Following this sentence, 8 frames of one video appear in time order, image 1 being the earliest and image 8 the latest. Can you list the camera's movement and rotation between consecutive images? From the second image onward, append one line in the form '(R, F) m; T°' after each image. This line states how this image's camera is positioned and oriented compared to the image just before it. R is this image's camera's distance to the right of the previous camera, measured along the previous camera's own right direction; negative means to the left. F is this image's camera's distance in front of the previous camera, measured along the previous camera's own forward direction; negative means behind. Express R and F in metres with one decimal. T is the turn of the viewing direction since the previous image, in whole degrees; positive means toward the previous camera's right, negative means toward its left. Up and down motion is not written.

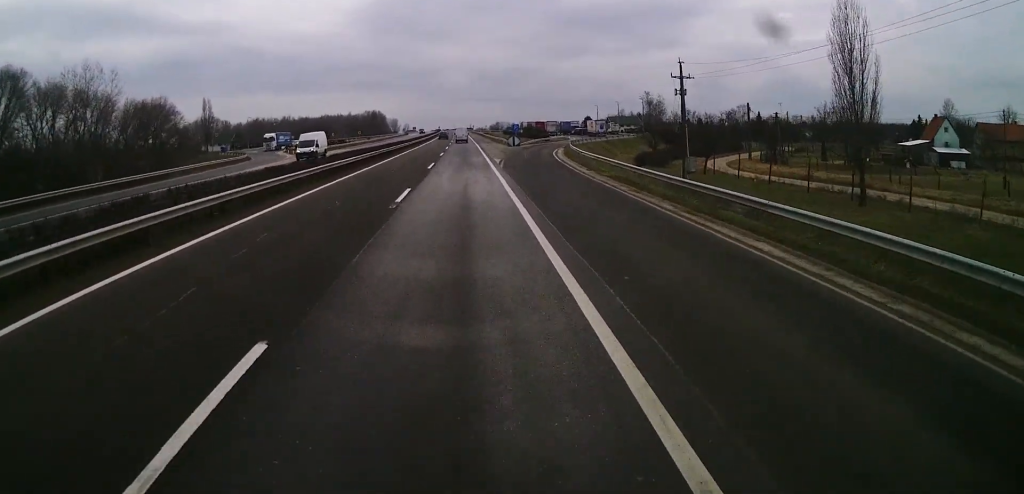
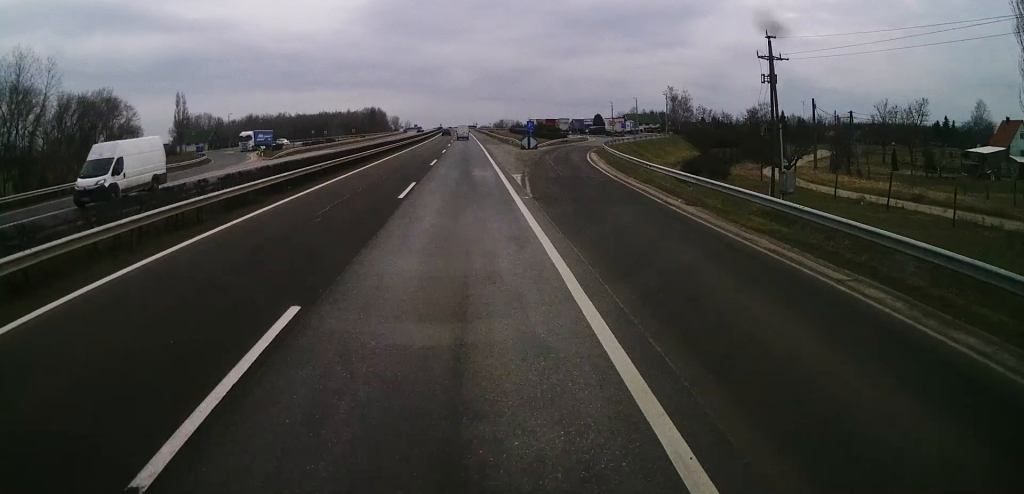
(0.0, +16.8) m; 0°
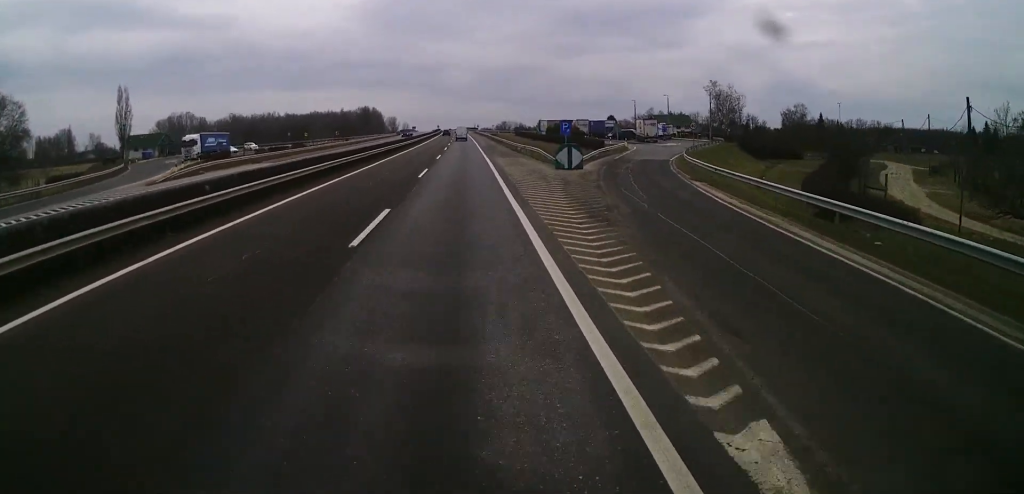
(-0.2, +26.0) m; -1°
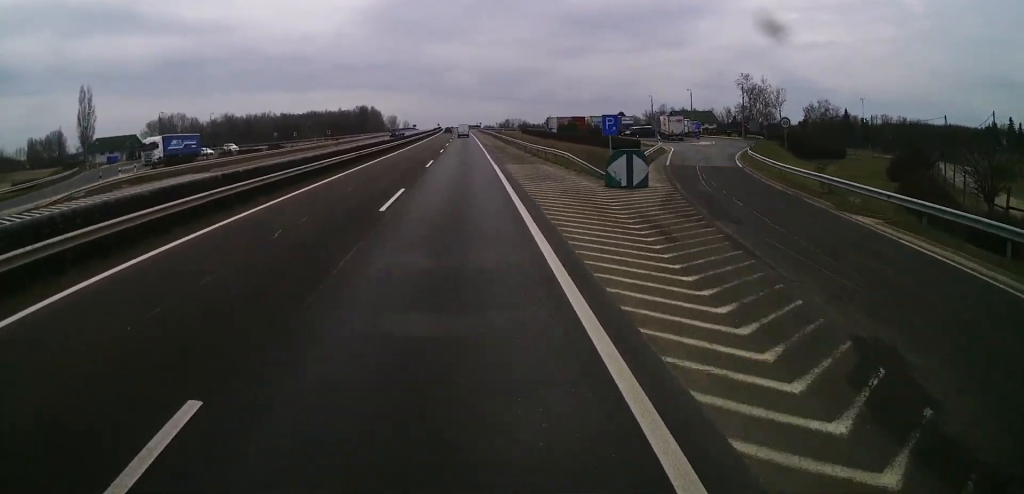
(-0.2, +13.7) m; 0°
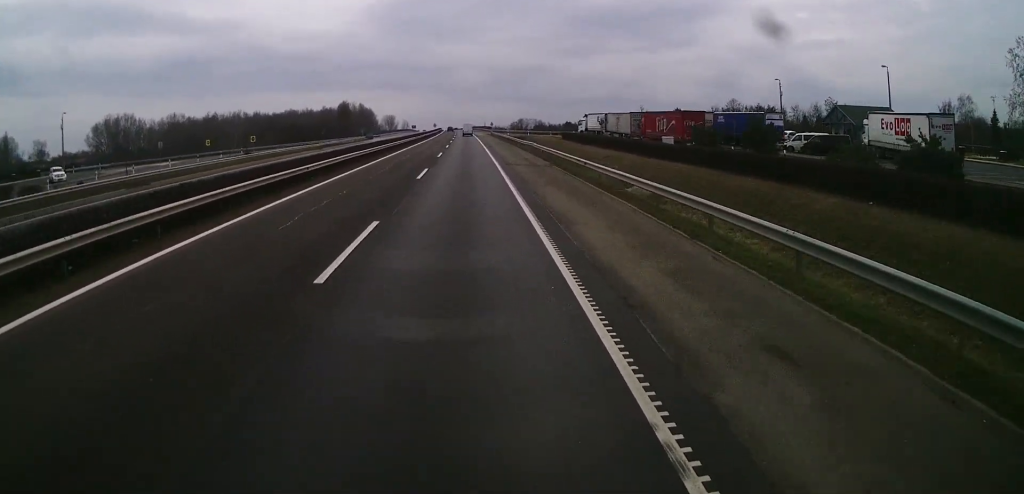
(-0.5, +63.0) m; -1°
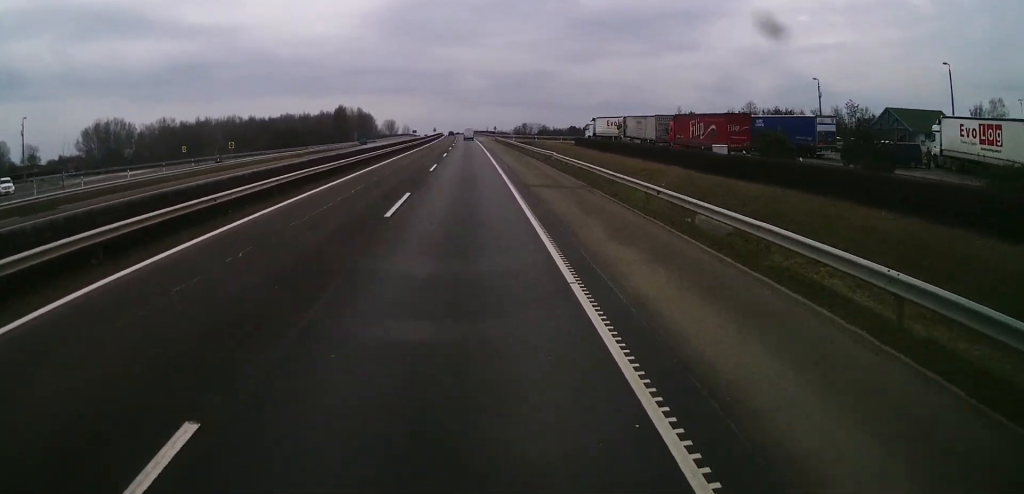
(0.0, +10.8) m; 0°
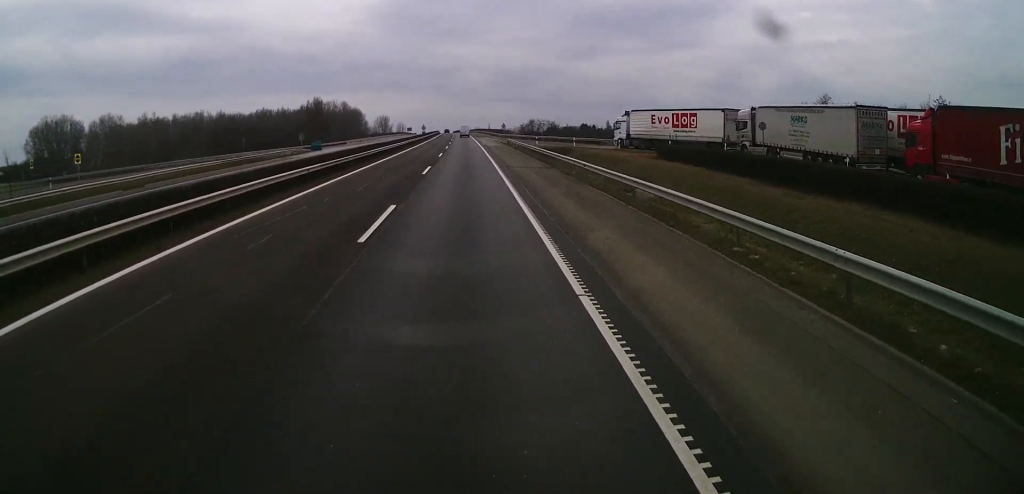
(+0.1, +40.7) m; 0°
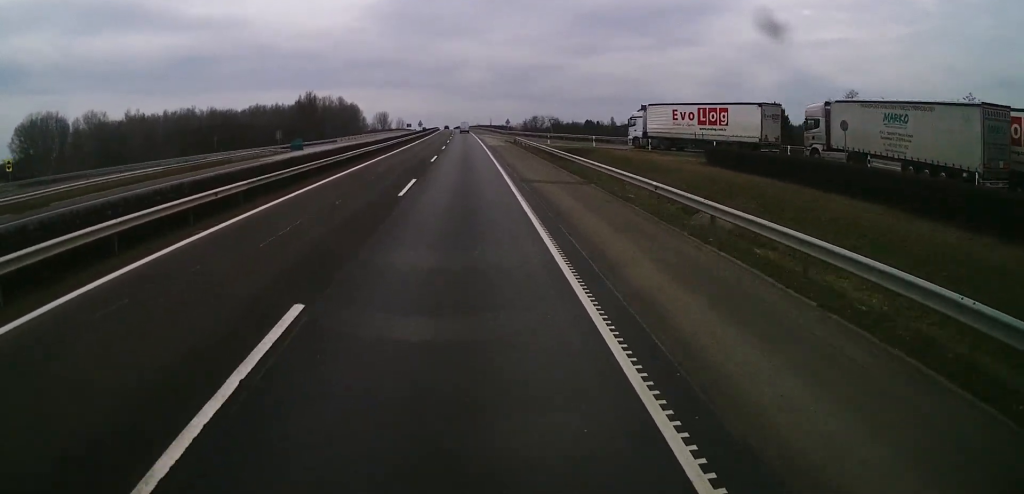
(0.0, +10.8) m; 0°
